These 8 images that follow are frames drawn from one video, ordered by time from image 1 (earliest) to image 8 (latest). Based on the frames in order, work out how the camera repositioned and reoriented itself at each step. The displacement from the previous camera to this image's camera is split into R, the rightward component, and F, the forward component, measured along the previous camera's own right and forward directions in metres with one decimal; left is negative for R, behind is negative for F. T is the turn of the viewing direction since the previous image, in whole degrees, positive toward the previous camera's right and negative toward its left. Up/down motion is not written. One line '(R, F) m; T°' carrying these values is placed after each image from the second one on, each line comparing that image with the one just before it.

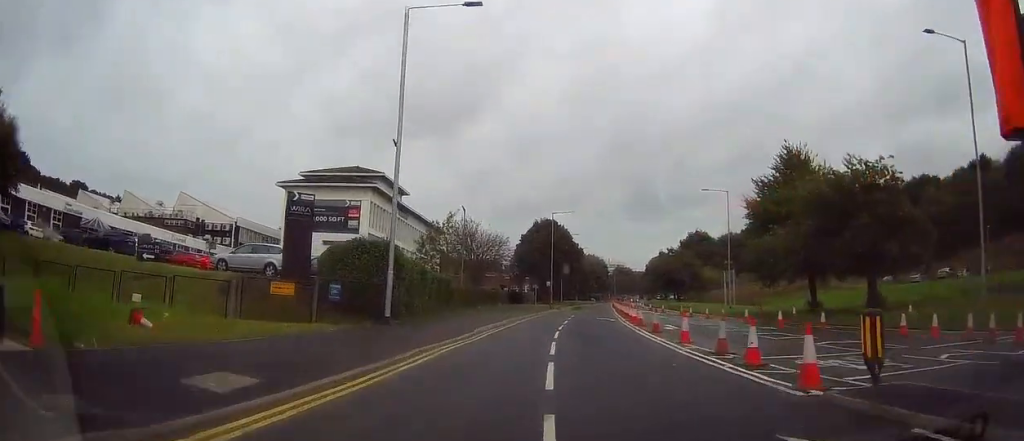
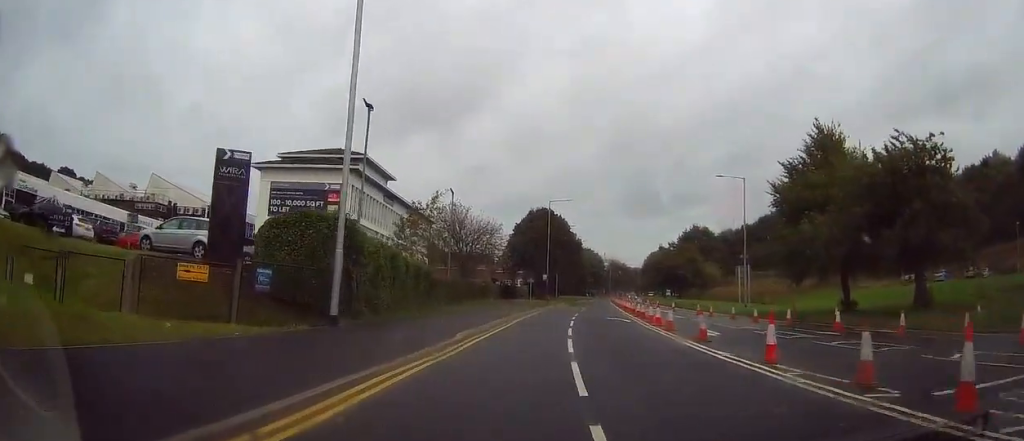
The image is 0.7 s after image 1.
(+0.2, +6.7) m; -1°
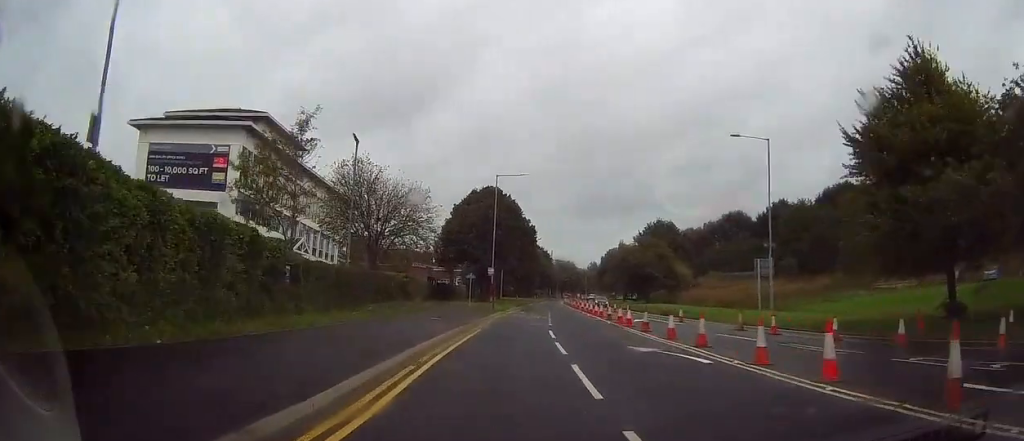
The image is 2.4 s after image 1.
(-0.1, +17.8) m; +3°
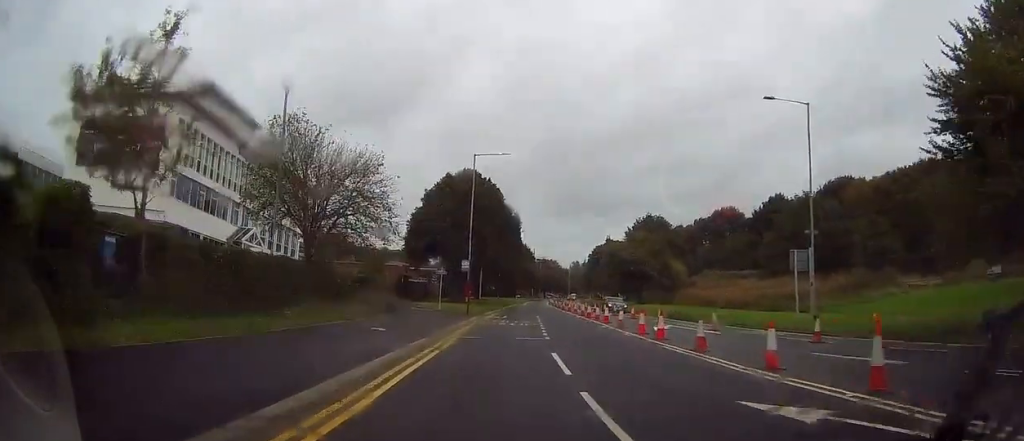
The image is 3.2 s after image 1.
(+0.3, +9.1) m; +3°
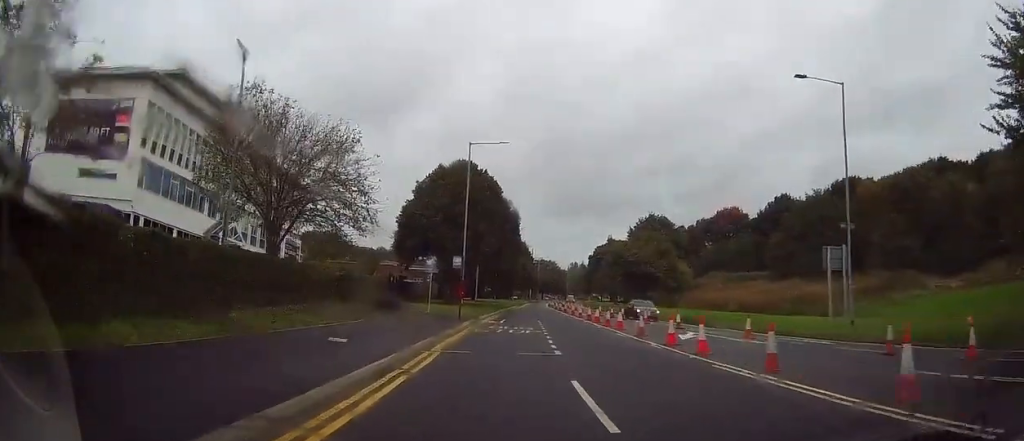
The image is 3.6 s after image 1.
(-0.1, +4.4) m; +2°
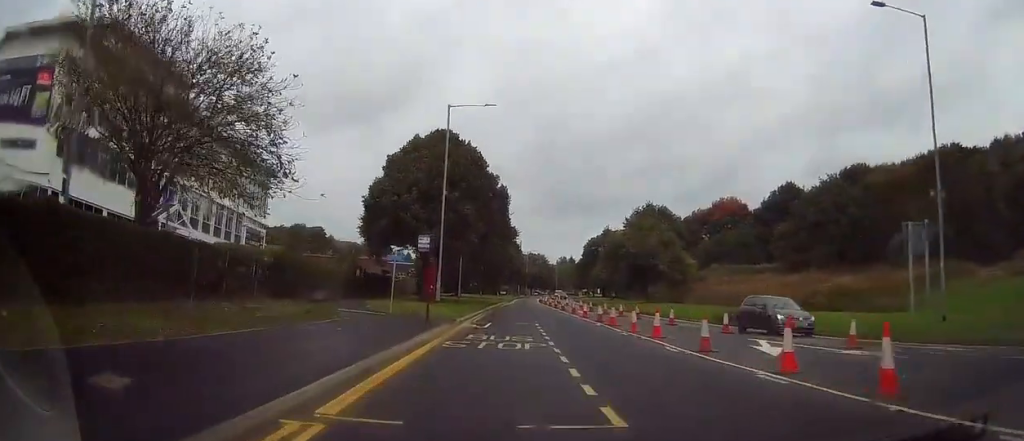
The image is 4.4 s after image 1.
(+0.4, +8.6) m; 0°
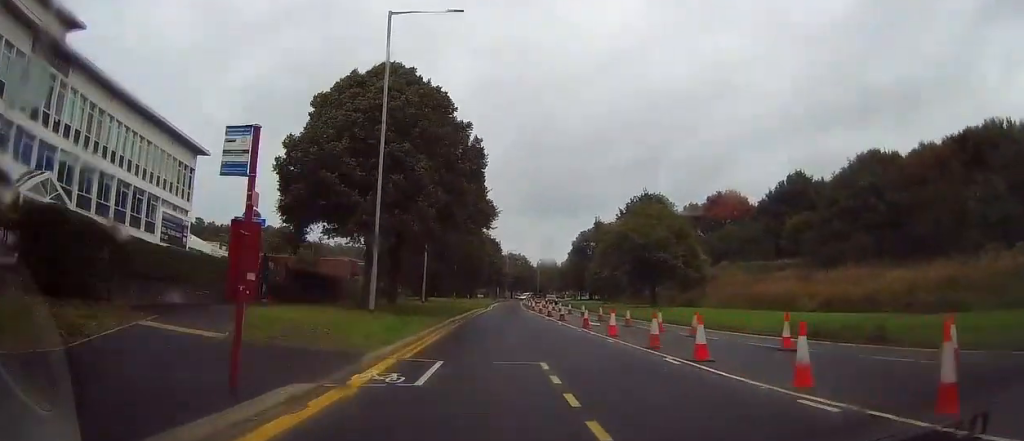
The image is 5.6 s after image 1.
(-0.2, +14.2) m; +1°
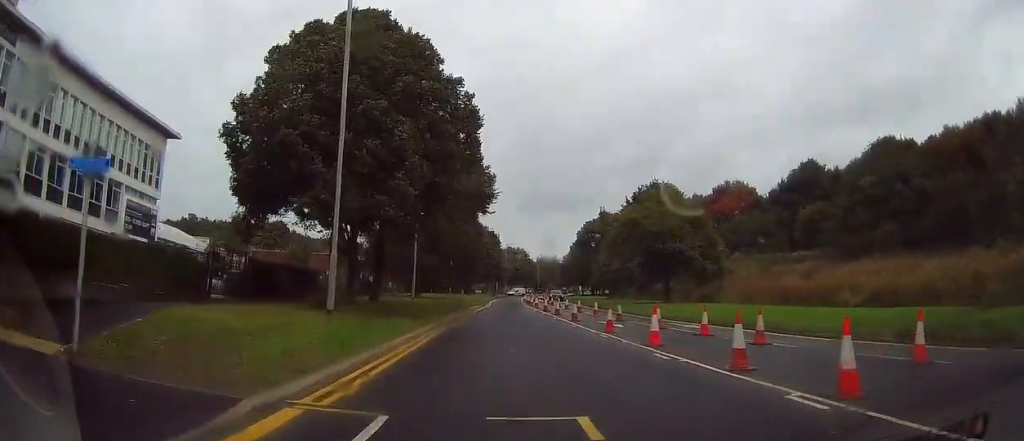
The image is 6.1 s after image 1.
(+0.2, +6.0) m; +1°
